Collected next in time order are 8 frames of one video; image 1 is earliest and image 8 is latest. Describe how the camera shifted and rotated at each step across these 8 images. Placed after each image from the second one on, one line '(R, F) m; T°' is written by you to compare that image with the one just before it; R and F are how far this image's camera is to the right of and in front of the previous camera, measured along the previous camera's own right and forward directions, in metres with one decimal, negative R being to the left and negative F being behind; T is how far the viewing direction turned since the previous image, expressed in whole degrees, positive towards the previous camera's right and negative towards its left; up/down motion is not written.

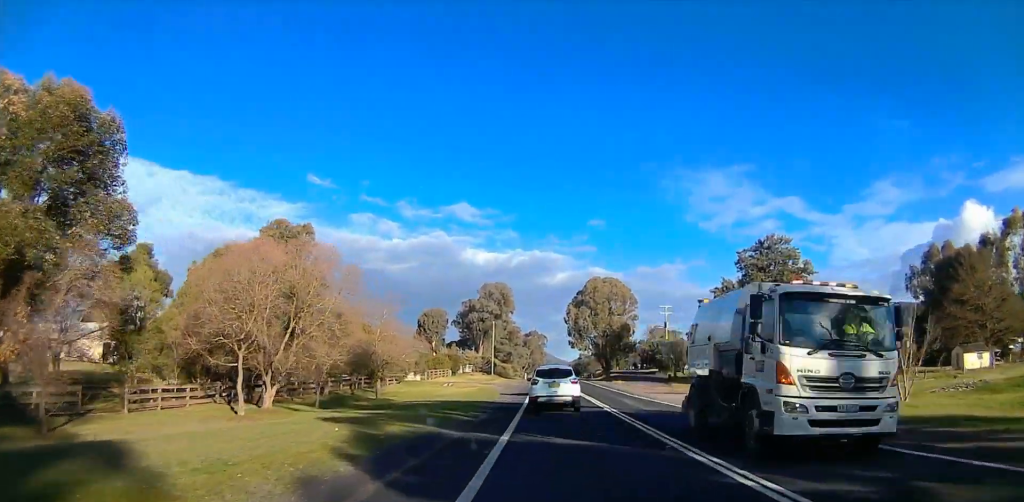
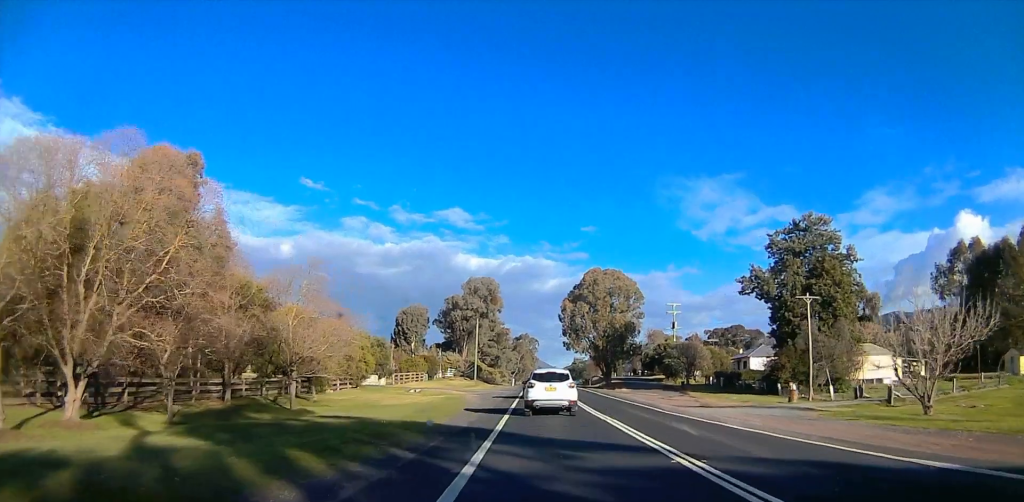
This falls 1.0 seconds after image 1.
(+0.9, +14.5) m; +1°
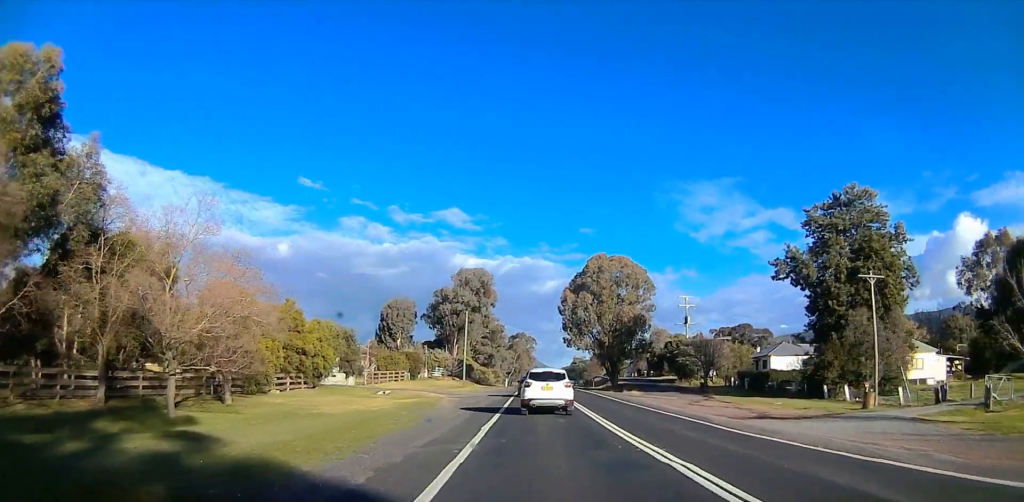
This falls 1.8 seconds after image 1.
(-0.2, +10.7) m; -4°
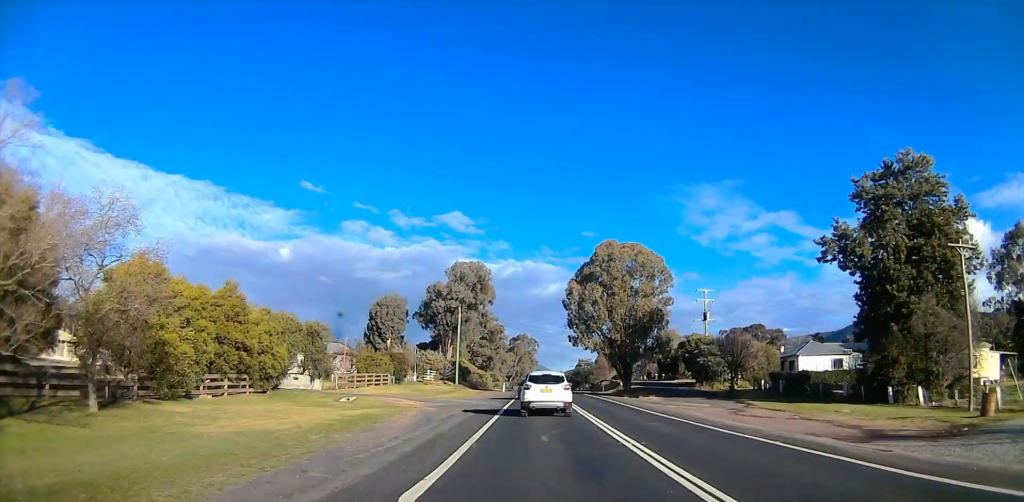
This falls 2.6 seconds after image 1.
(-0.9, +9.4) m; 0°
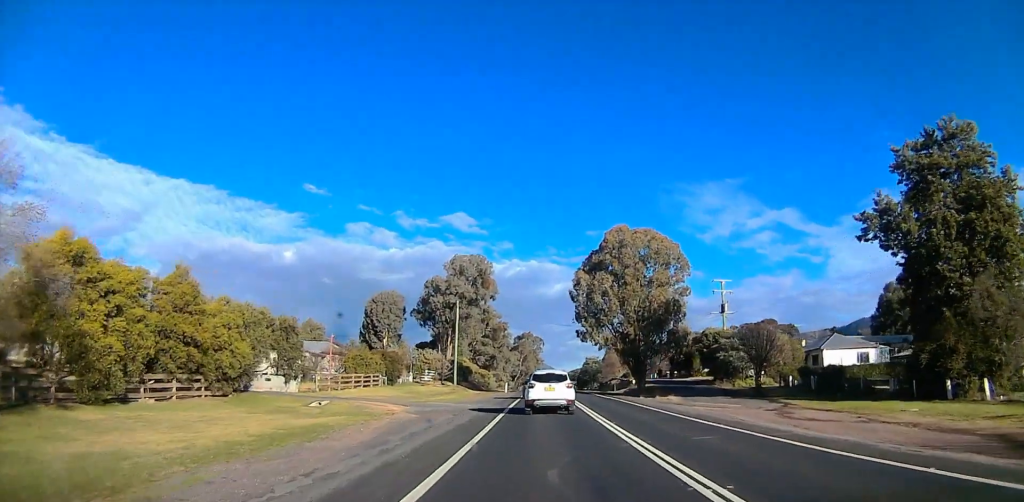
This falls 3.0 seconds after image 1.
(+0.4, +6.1) m; +2°
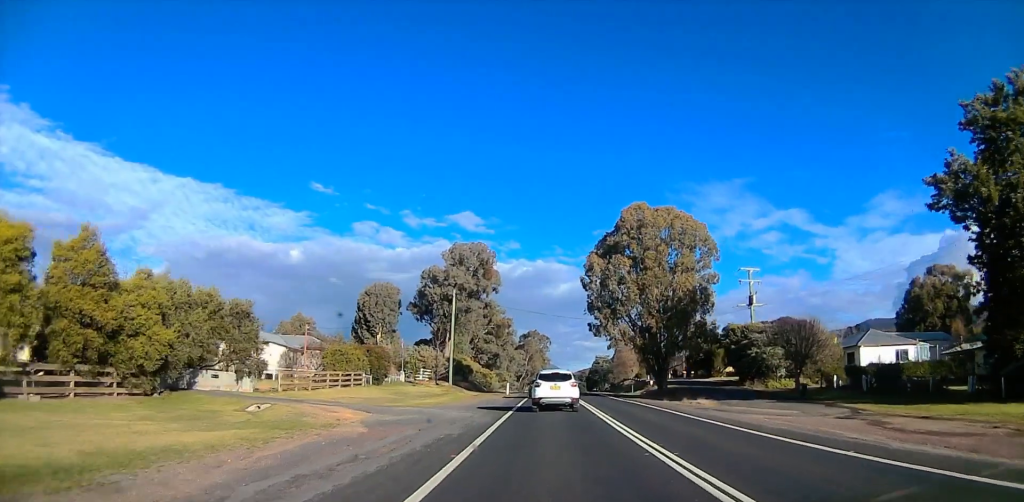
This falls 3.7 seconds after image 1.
(+0.5, +8.2) m; +3°
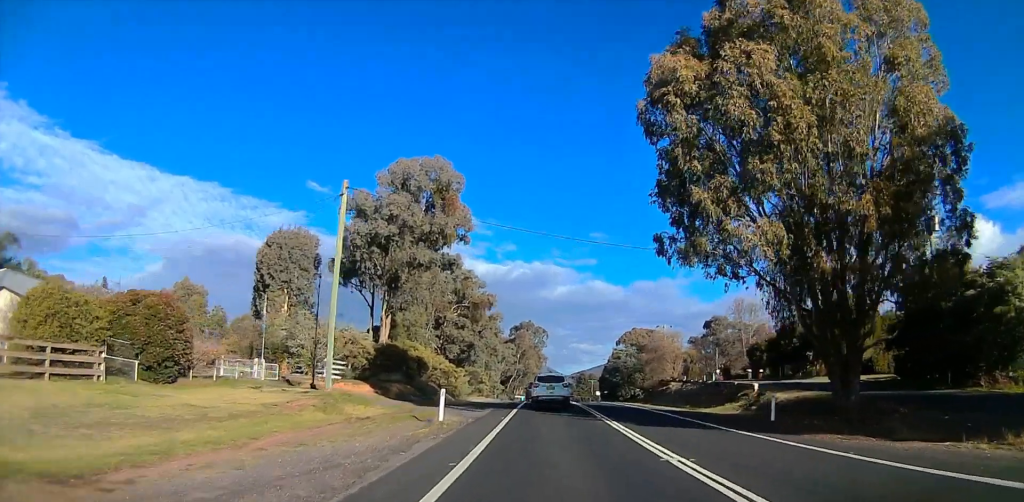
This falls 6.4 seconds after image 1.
(-2.3, +34.3) m; -1°
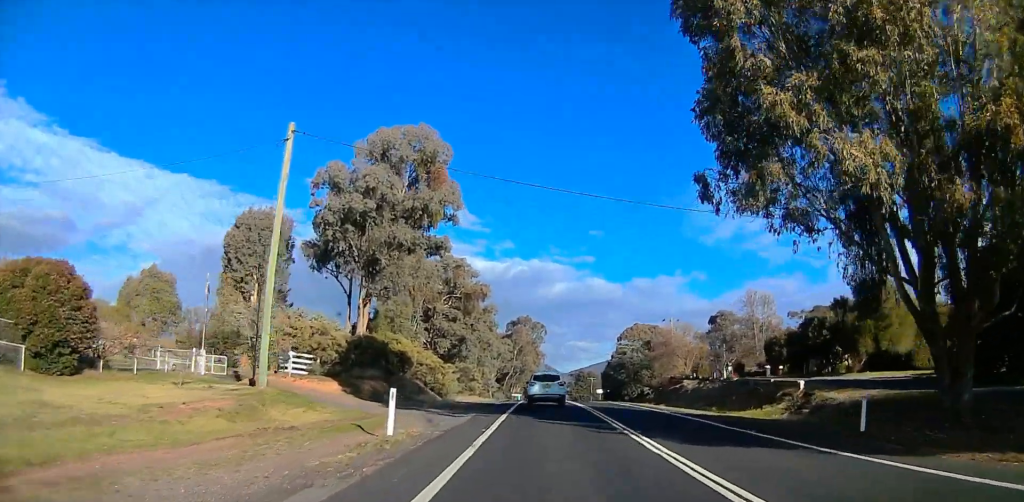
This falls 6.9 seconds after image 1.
(+0.2, +6.9) m; +1°
